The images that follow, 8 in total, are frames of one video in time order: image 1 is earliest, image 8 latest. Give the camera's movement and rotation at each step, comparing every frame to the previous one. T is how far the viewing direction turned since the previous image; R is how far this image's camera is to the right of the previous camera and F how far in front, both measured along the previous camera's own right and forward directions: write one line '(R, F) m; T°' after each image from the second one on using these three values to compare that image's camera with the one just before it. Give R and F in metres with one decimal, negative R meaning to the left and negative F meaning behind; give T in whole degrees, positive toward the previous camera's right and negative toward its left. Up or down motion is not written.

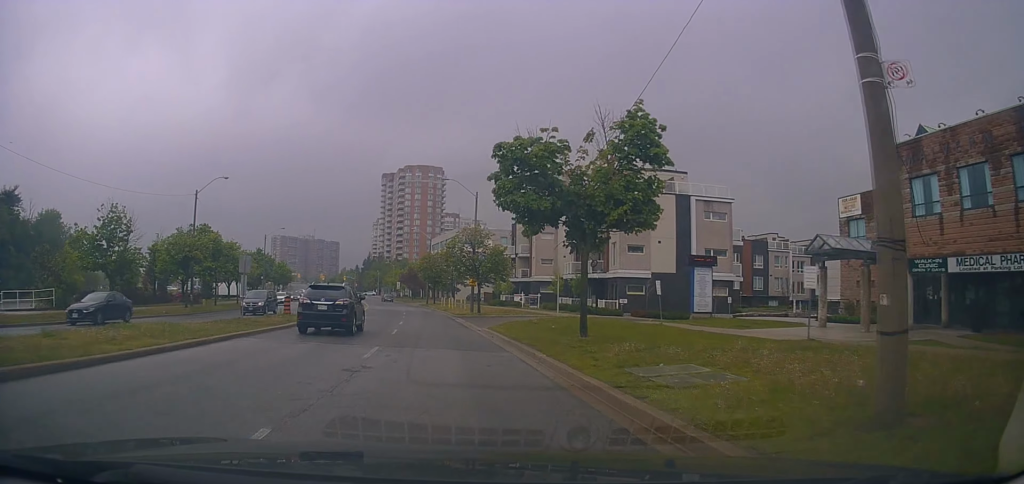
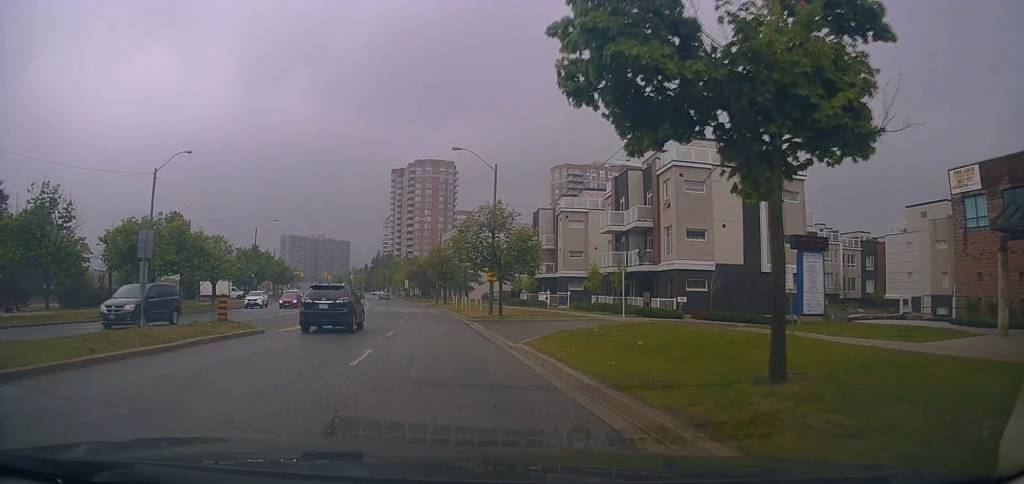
(0.0, +9.8) m; -2°
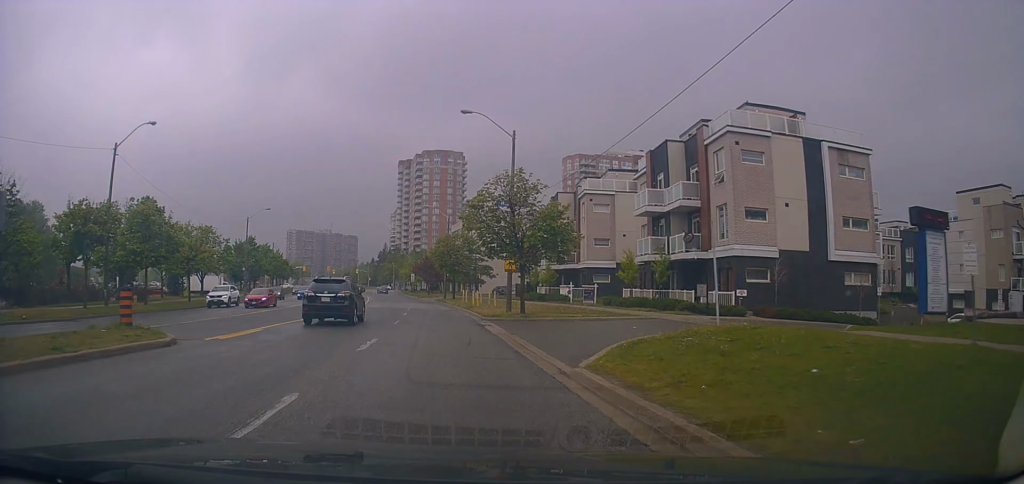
(-0.4, +6.6) m; 0°
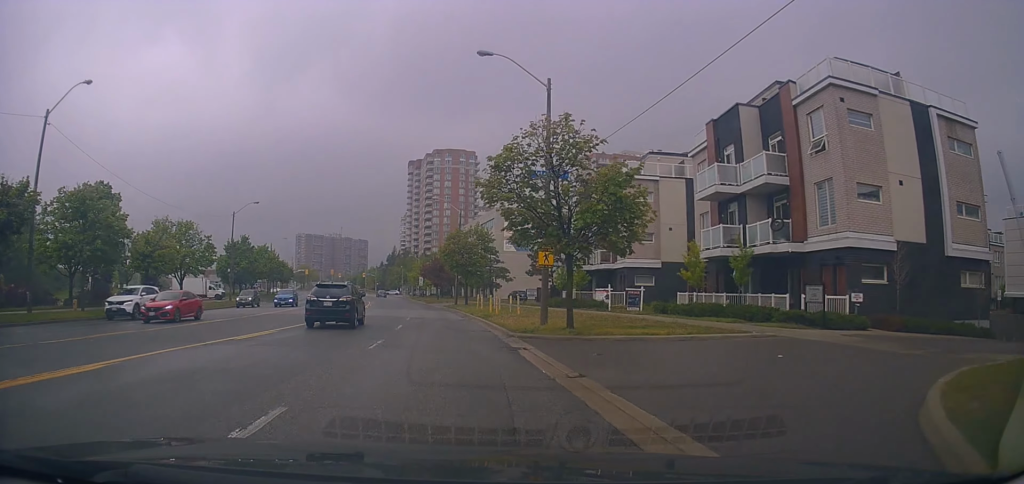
(-0.1, +9.1) m; 0°
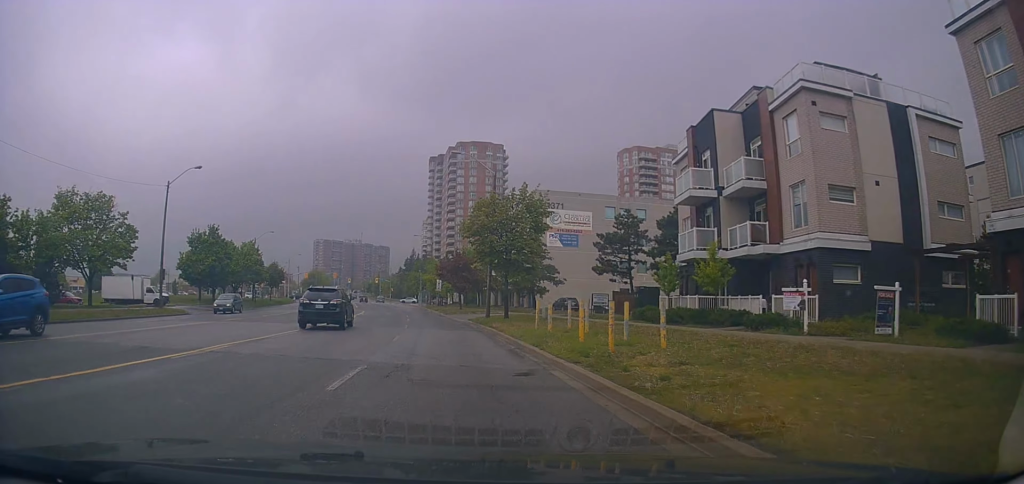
(0.0, +21.8) m; -2°
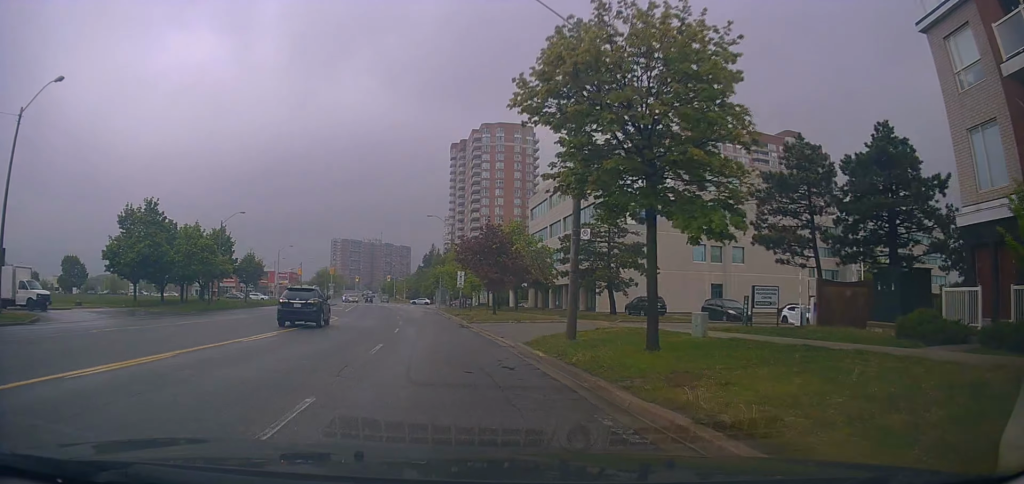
(-0.6, +21.8) m; -5°
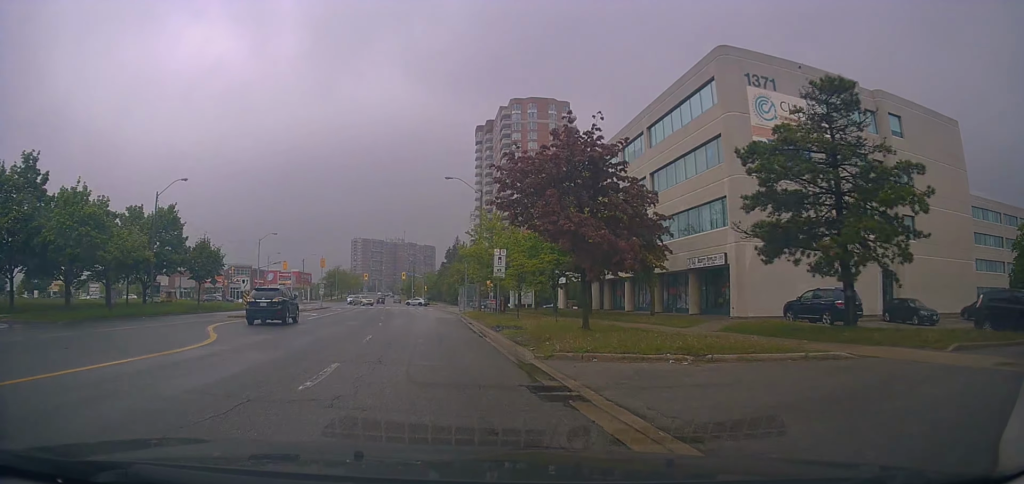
(-0.2, +21.9) m; -1°
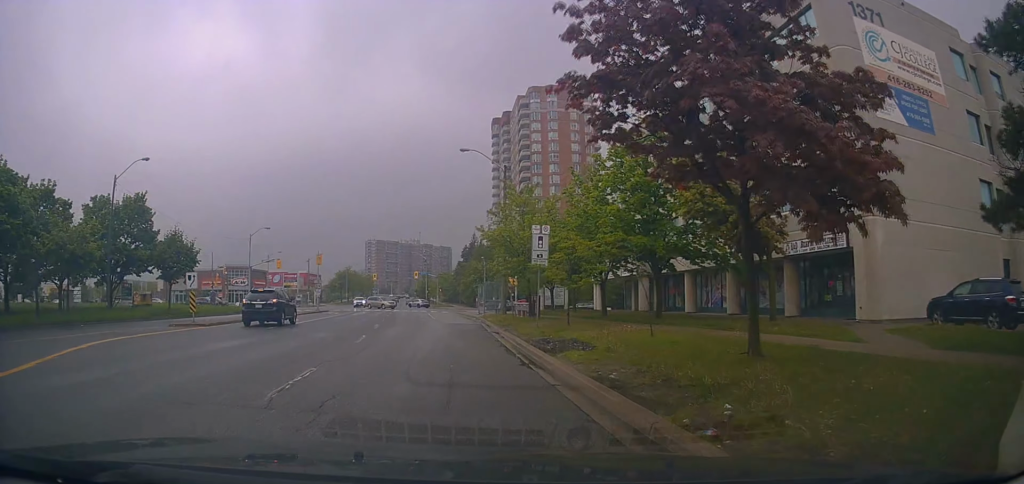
(0.0, +9.5) m; -2°
